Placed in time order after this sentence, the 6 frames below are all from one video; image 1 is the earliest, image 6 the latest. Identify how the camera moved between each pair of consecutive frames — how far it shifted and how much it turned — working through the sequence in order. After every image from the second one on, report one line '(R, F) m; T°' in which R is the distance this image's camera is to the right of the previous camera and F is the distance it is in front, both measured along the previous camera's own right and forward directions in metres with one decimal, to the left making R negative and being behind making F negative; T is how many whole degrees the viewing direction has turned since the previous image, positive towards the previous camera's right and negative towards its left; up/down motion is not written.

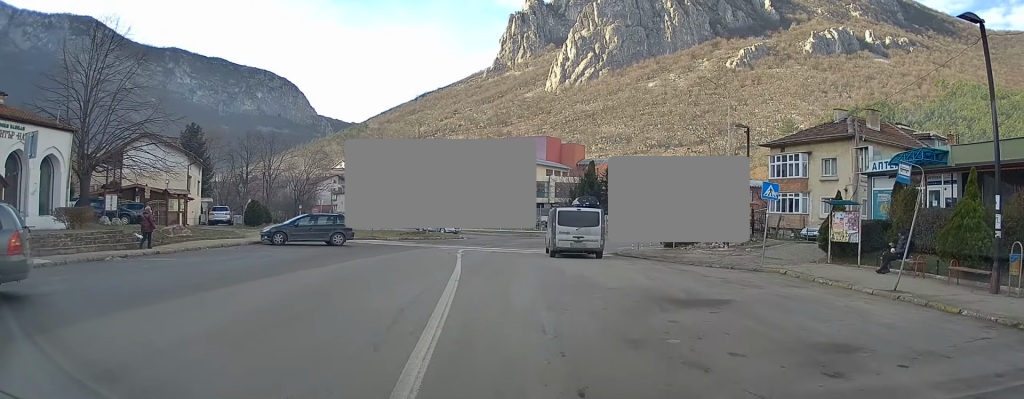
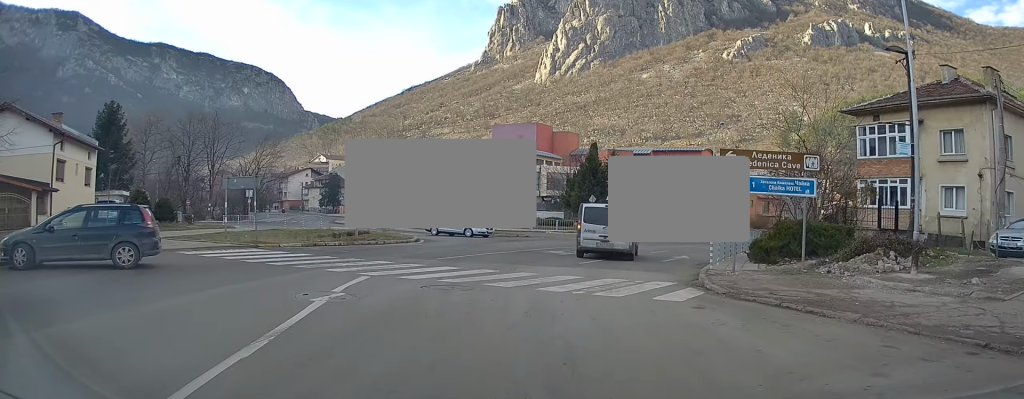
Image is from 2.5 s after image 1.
(-0.5, +15.8) m; 0°
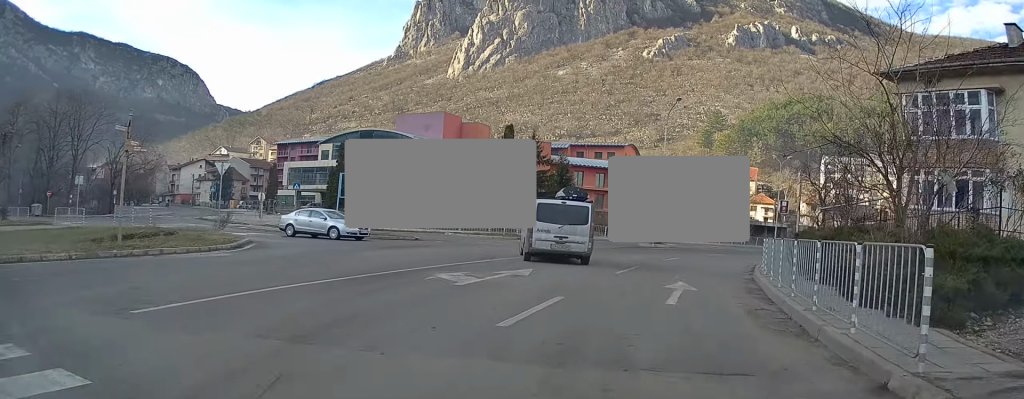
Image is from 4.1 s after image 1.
(+0.9, +11.8) m; +9°
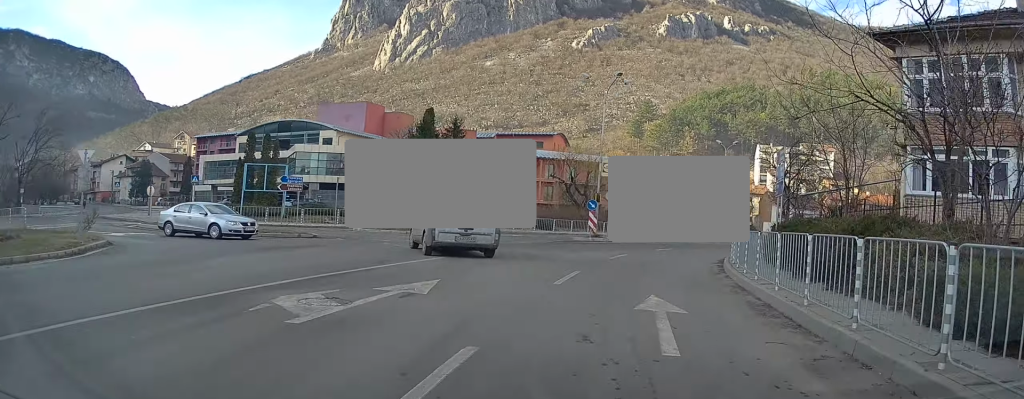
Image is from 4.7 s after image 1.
(+0.1, +4.9) m; +5°
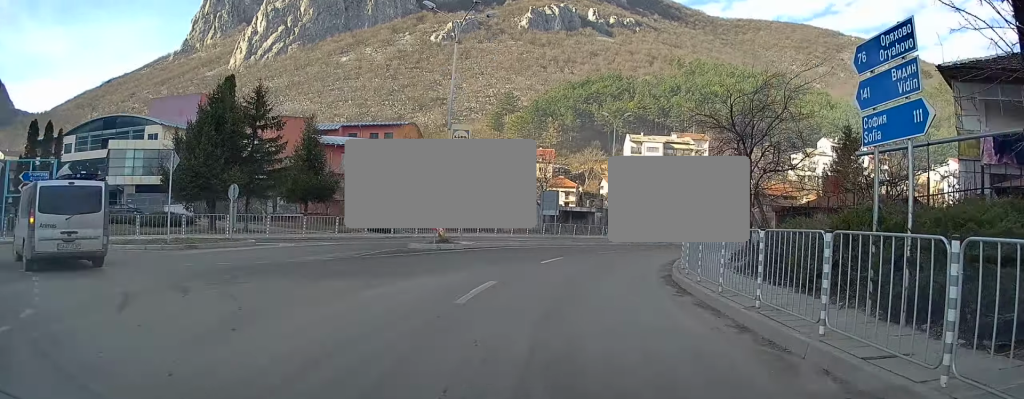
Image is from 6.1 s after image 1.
(+1.2, +12.0) m; +12°
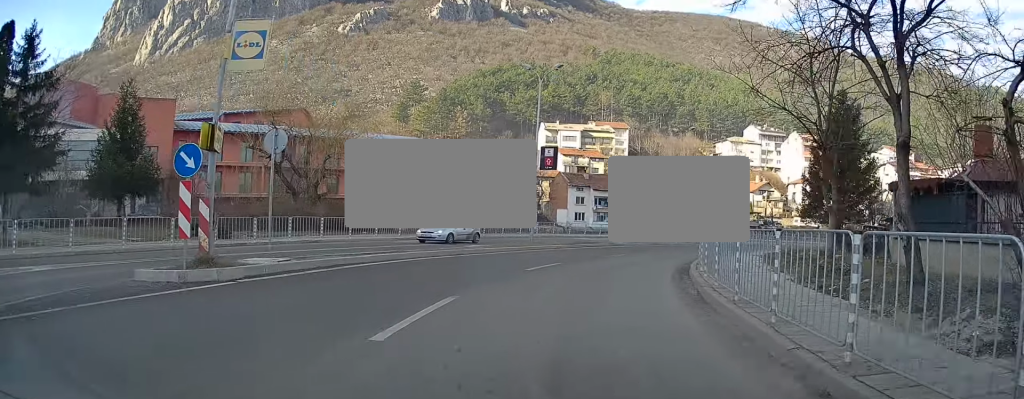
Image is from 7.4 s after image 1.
(+0.7, +12.2) m; +5°
